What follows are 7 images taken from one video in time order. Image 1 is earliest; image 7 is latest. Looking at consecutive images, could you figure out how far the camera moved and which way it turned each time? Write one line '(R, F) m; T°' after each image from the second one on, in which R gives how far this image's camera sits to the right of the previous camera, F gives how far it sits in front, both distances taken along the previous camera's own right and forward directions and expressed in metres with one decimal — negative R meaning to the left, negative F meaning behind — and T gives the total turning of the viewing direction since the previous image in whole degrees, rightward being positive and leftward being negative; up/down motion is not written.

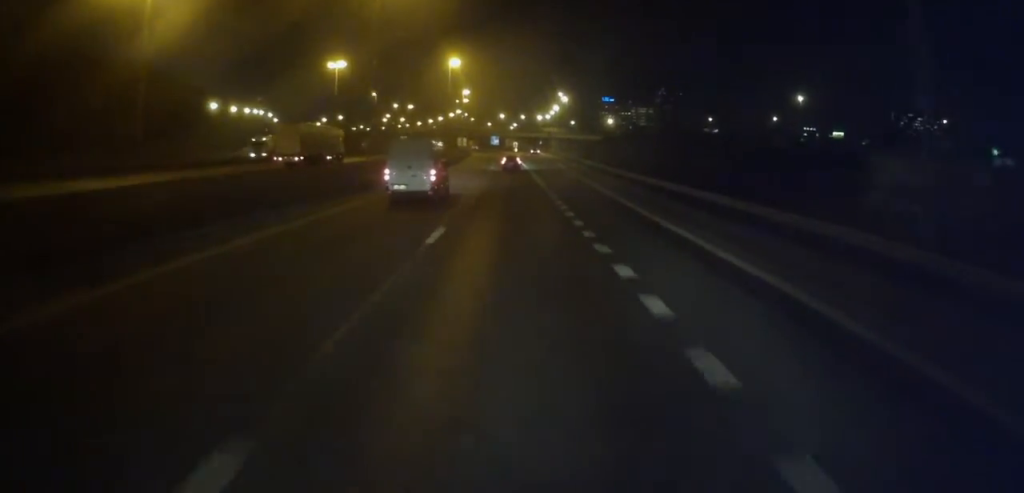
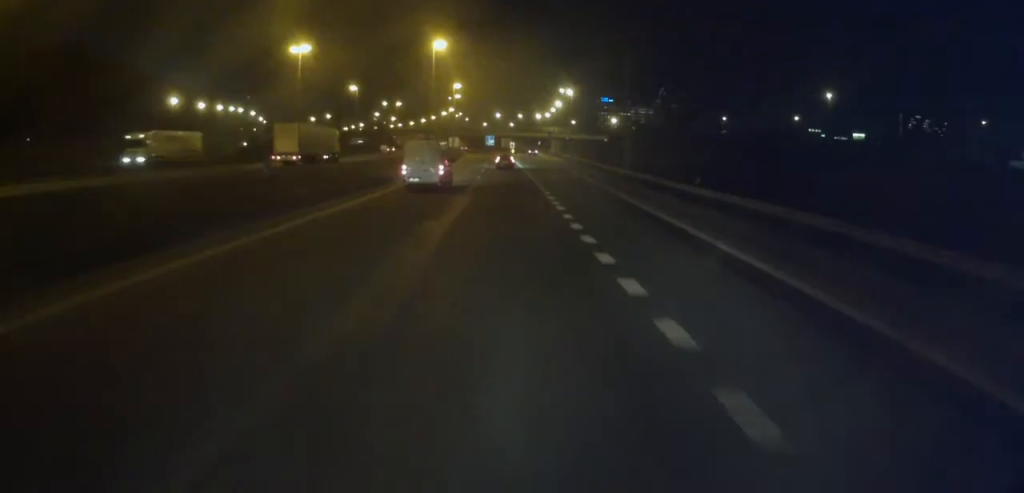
(-0.3, +19.3) m; -1°
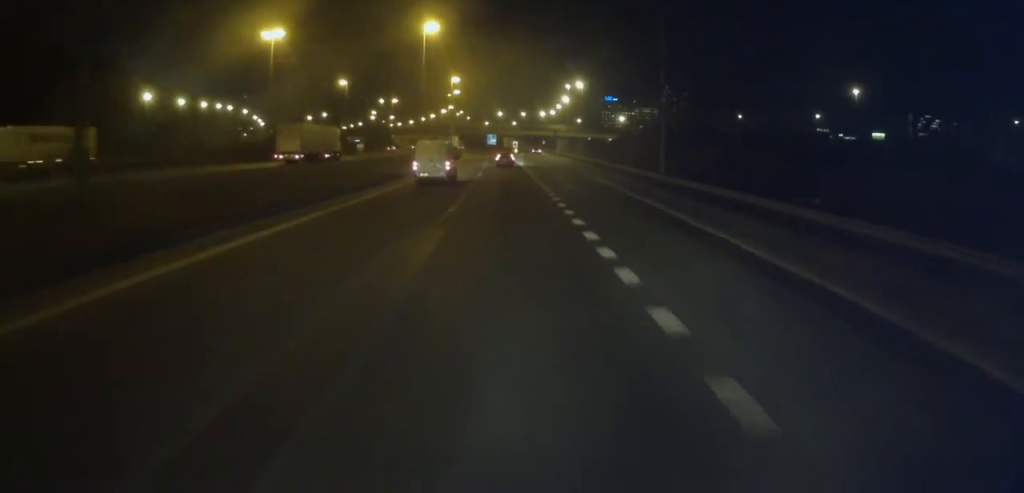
(-0.1, +12.8) m; 0°
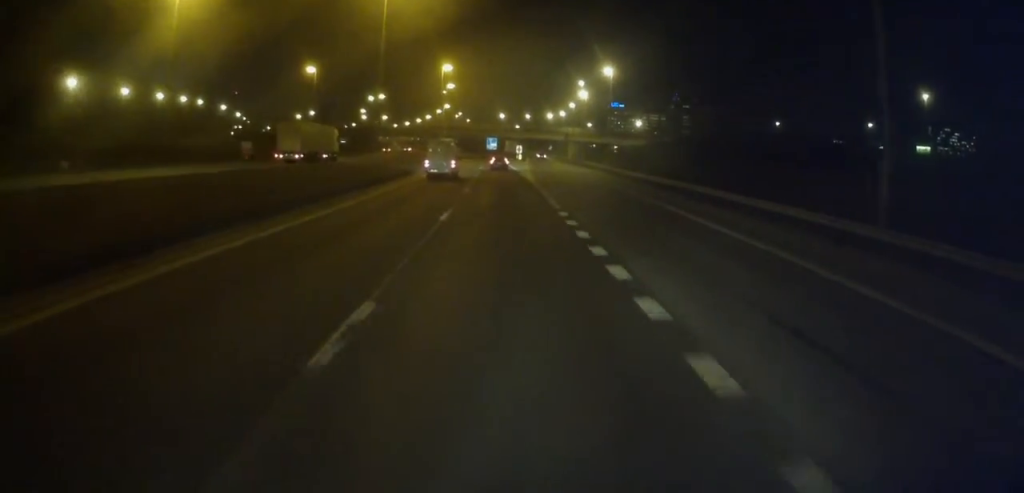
(0.0, +27.9) m; +1°
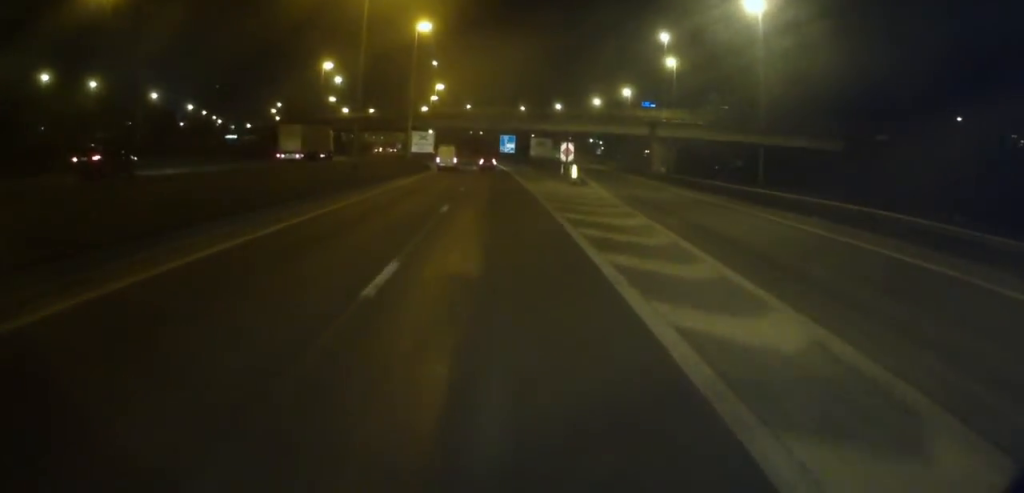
(0.0, +73.6) m; 0°
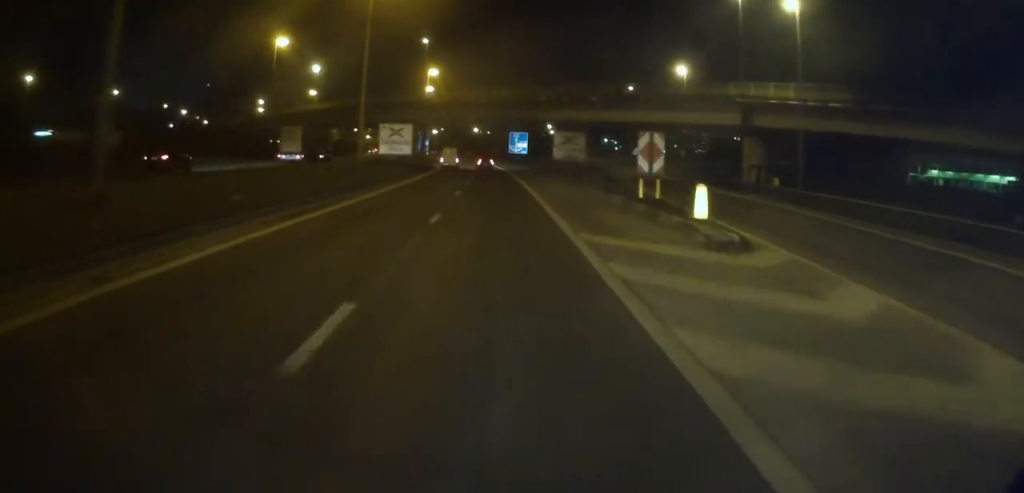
(-0.7, +28.9) m; -2°
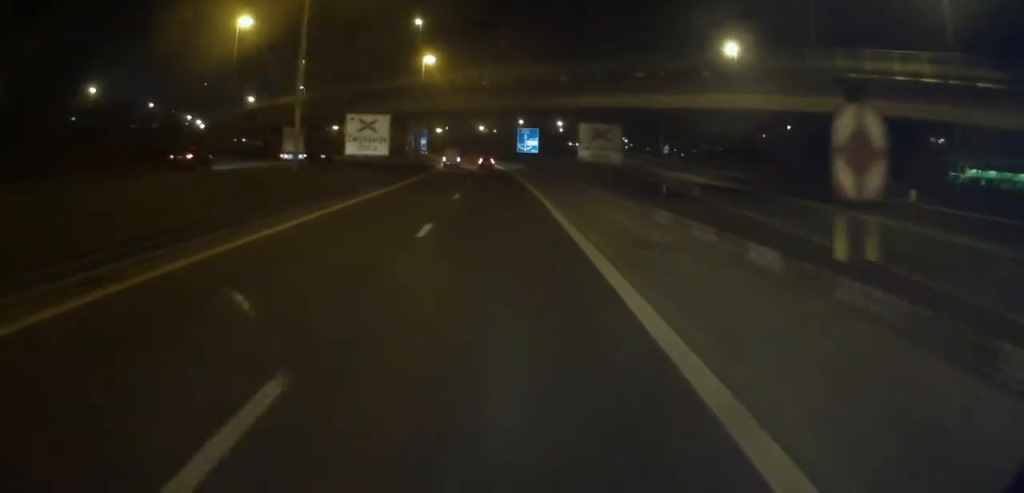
(-0.2, +15.6) m; 0°
